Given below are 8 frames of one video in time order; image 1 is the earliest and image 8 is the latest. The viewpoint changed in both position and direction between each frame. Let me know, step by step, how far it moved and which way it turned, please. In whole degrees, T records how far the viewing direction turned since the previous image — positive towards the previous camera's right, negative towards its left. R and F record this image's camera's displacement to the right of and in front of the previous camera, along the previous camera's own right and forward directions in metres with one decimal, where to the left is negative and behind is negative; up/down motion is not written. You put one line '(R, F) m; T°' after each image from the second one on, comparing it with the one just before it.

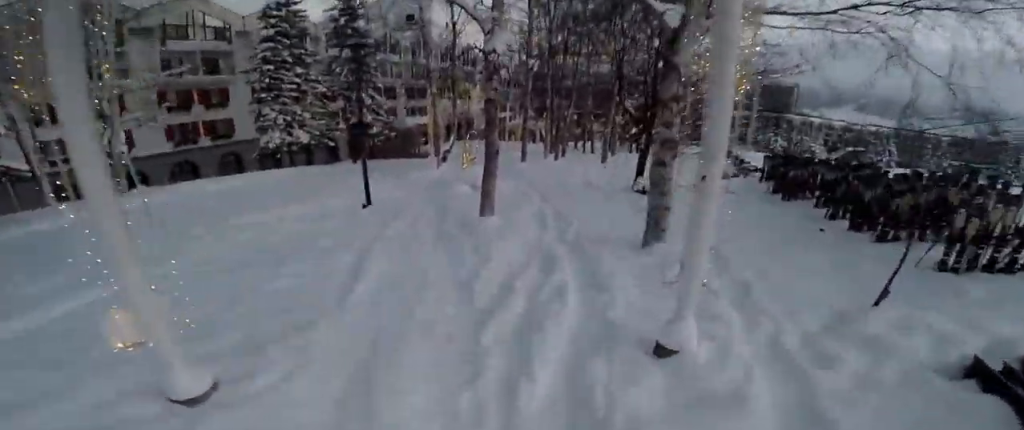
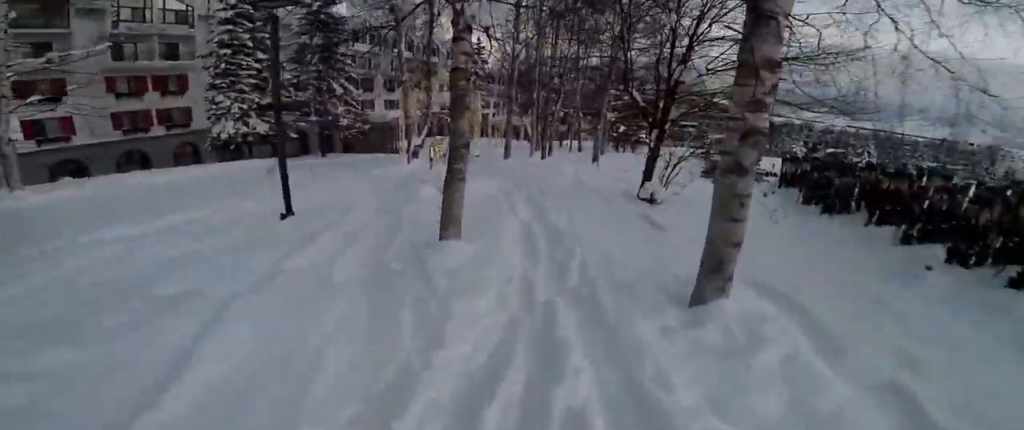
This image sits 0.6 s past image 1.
(+0.2, +2.4) m; -3°
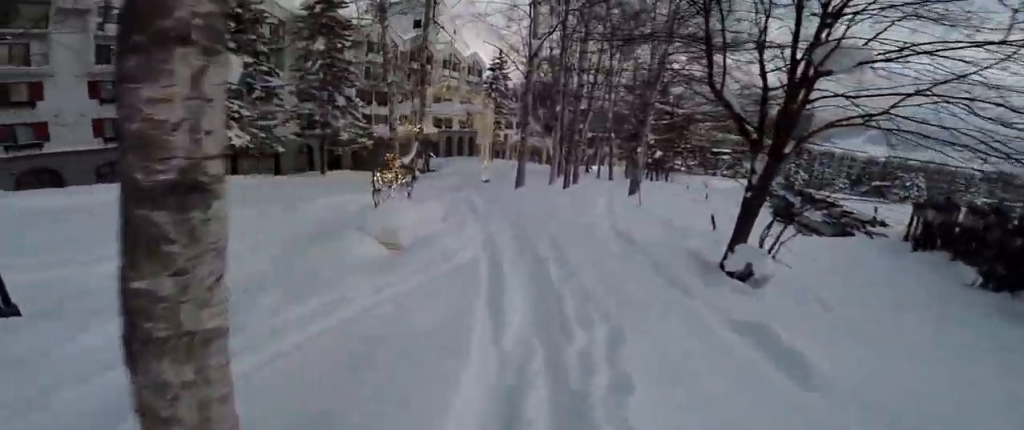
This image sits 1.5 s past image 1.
(0.0, +3.6) m; -18°
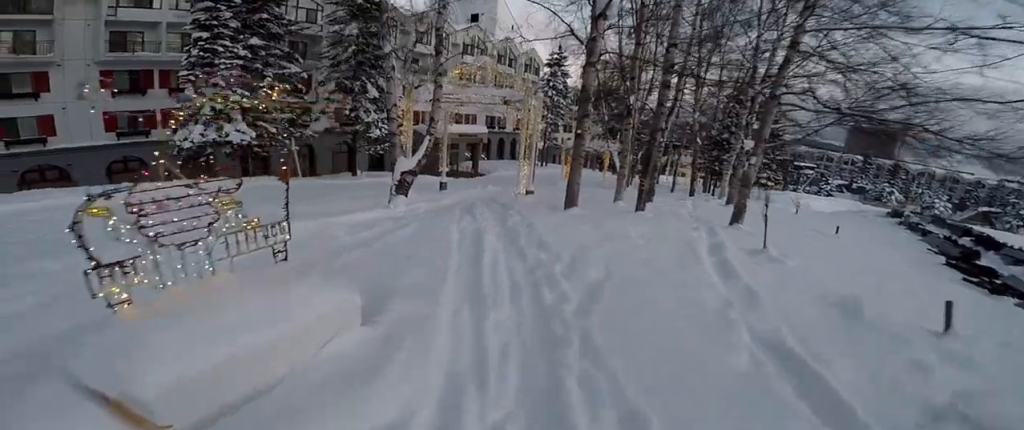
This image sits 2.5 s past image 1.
(-1.3, +4.1) m; -11°
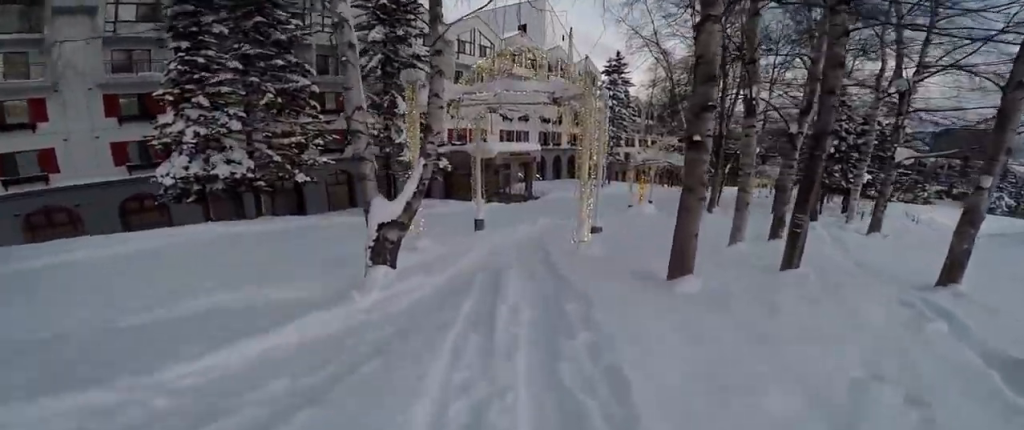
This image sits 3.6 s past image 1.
(+0.7, +4.3) m; +17°
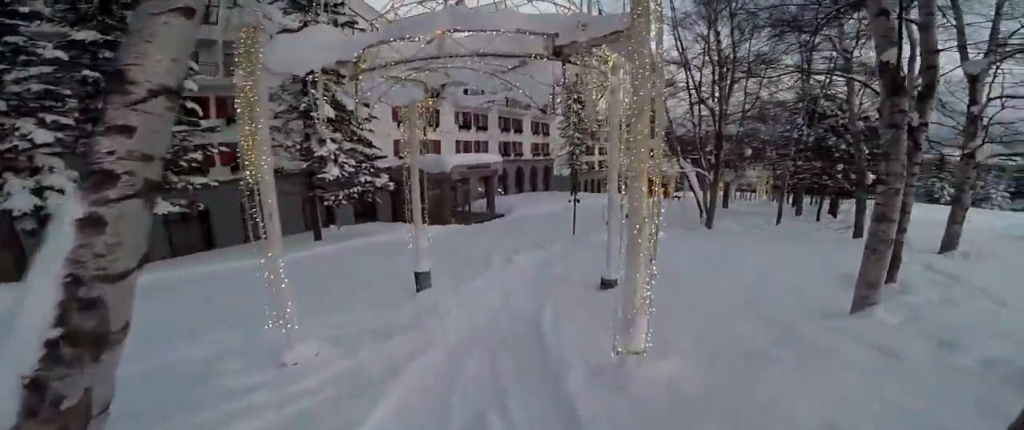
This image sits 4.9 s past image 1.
(-0.1, +5.0) m; +2°
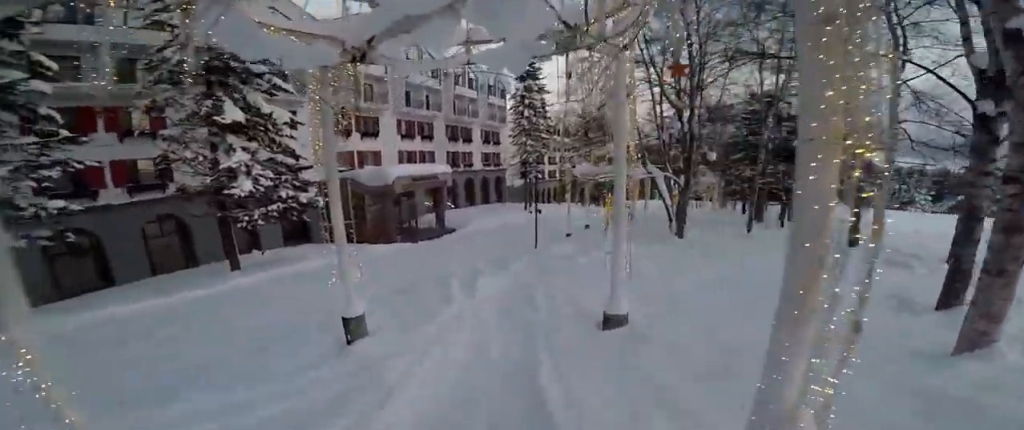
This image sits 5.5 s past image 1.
(-0.1, +2.3) m; +5°
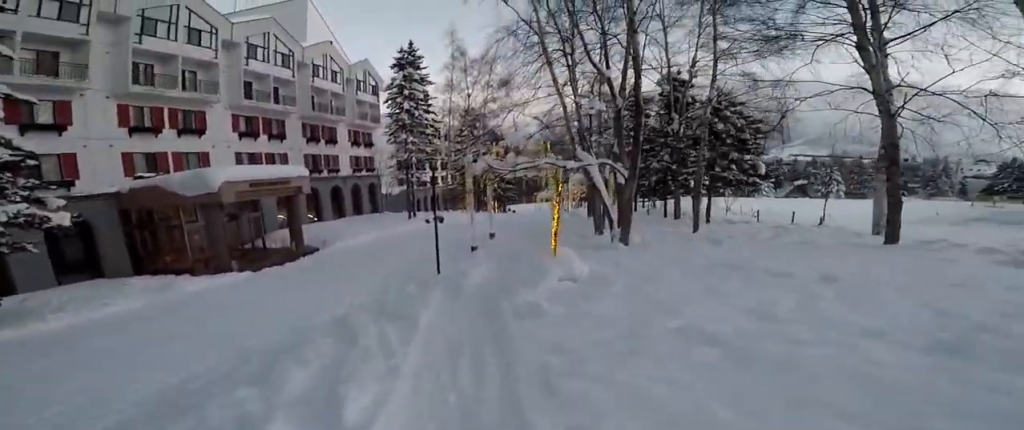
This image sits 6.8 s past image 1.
(+1.5, +6.0) m; +18°
